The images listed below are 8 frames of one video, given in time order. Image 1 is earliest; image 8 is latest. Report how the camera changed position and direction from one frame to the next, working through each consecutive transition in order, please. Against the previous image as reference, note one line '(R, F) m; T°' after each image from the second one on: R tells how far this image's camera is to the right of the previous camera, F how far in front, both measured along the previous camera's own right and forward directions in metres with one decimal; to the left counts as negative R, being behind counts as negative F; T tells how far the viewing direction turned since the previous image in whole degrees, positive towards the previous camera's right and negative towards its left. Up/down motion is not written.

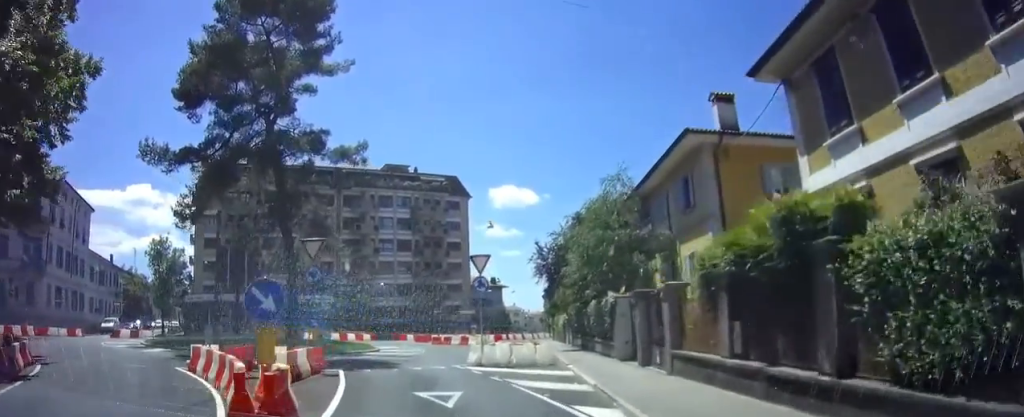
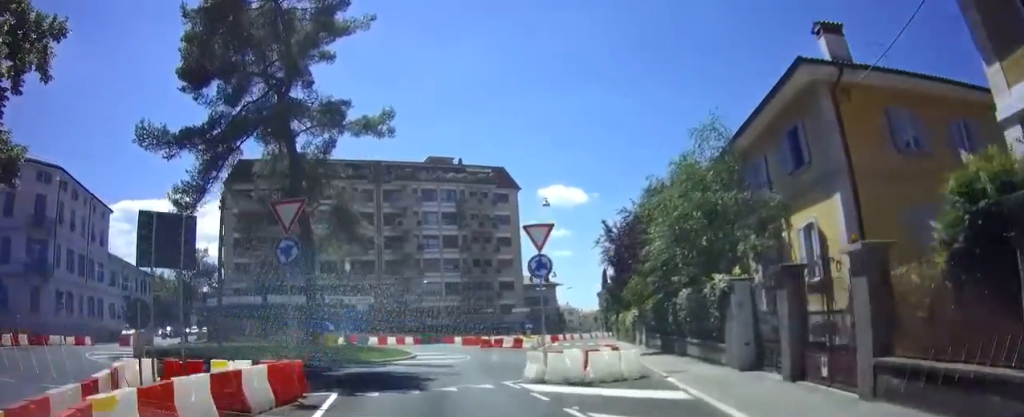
(0.0, +5.7) m; -3°
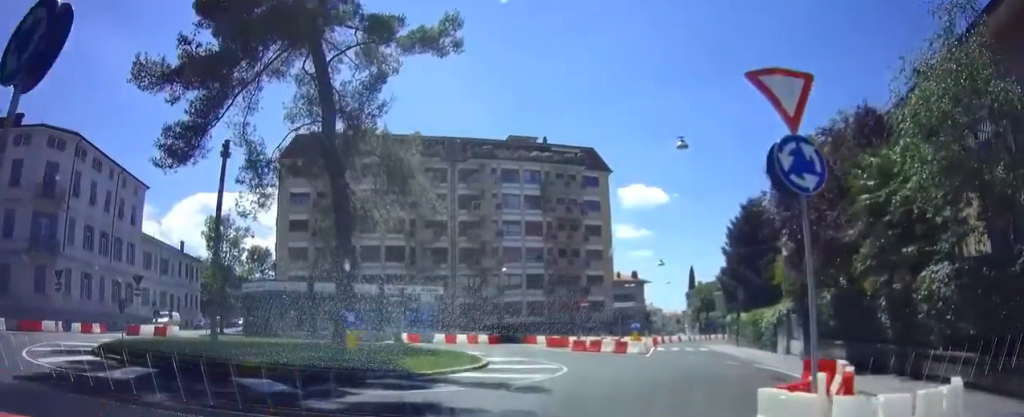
(-1.1, +9.2) m; -12°
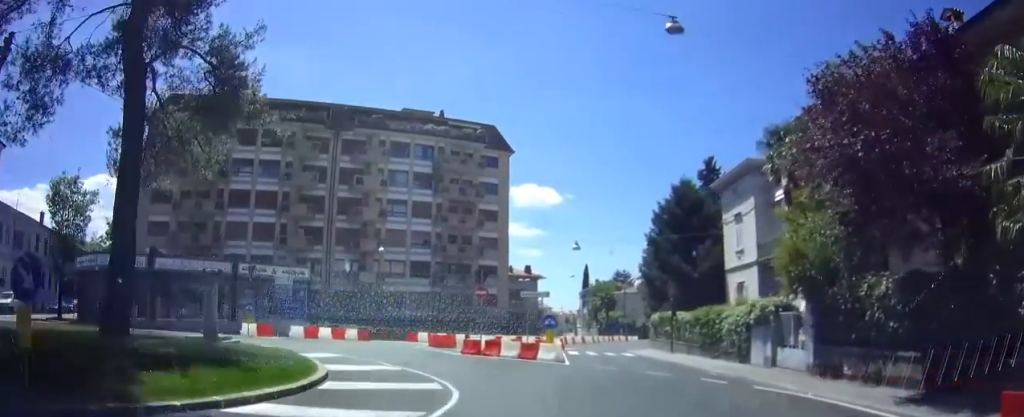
(+0.1, +7.8) m; +12°
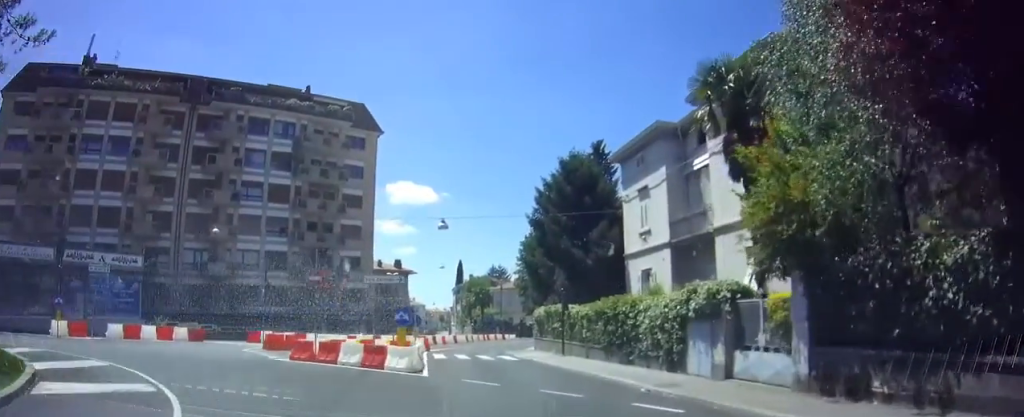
(+1.0, +5.8) m; +14°
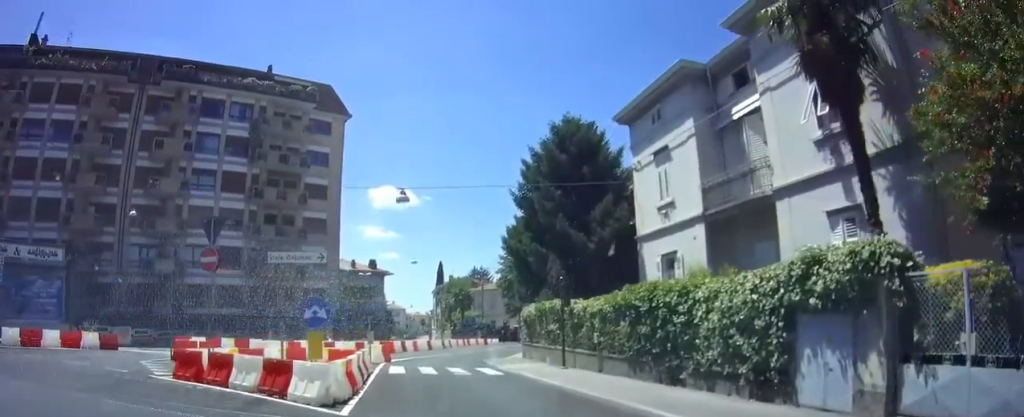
(+0.4, +6.1) m; +2°
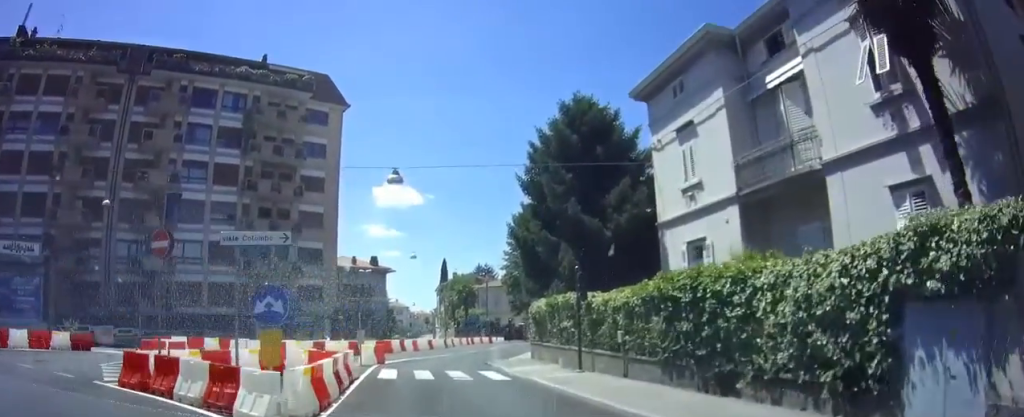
(+0.1, +2.4) m; -2°
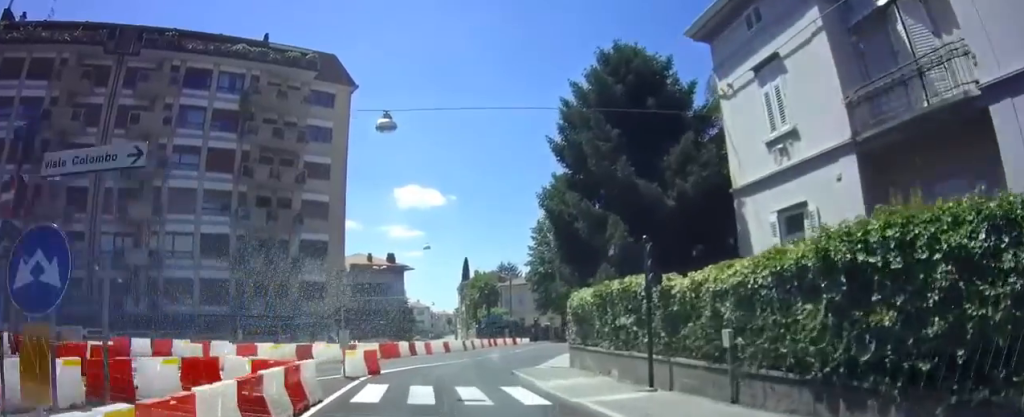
(-0.3, +4.6) m; -2°
